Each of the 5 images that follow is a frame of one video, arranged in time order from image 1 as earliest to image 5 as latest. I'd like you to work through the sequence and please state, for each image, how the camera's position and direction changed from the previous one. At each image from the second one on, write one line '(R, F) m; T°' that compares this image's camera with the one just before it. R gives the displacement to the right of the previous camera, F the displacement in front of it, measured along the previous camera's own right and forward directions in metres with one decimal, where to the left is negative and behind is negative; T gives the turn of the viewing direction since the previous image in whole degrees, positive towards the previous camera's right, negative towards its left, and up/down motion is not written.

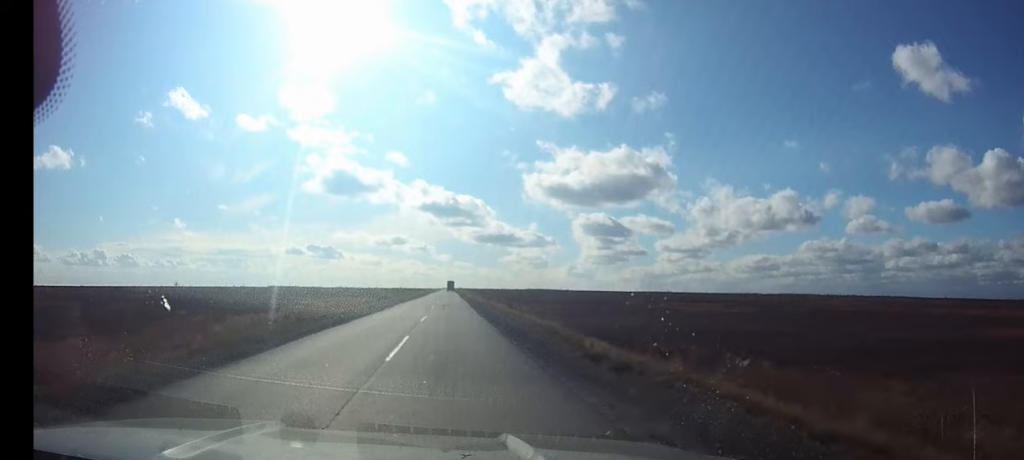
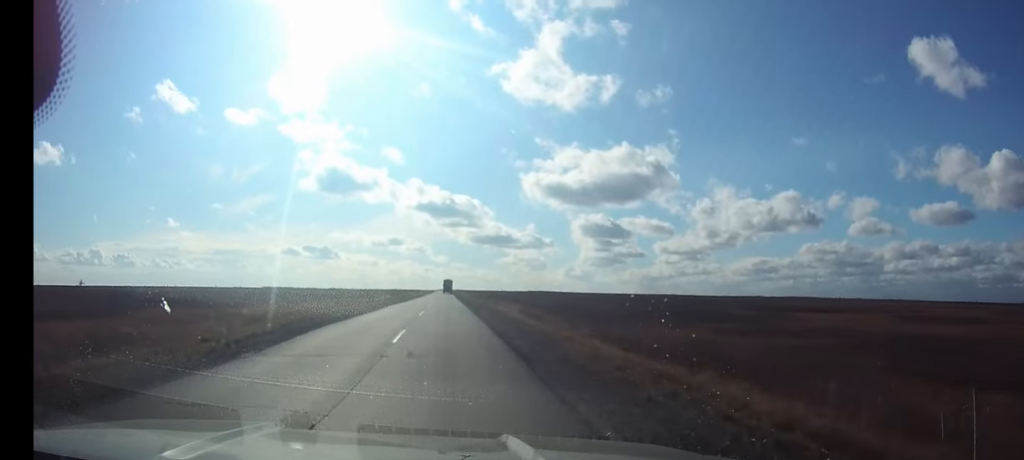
(-0.1, +85.8) m; 0°
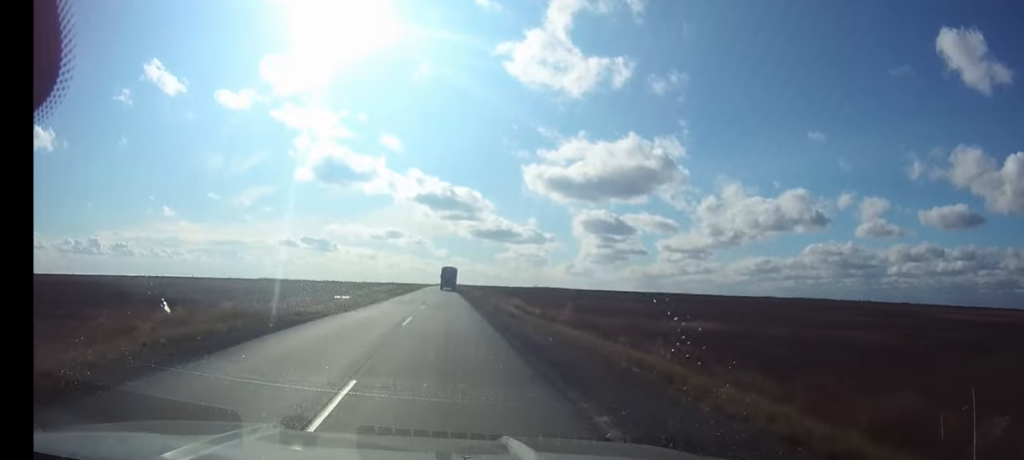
(-0.1, +110.1) m; 0°
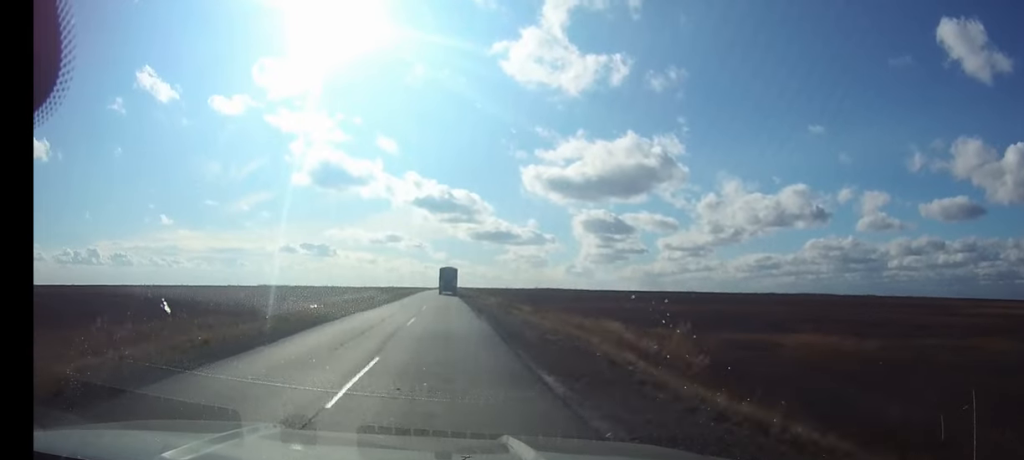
(0.0, +24.0) m; 0°
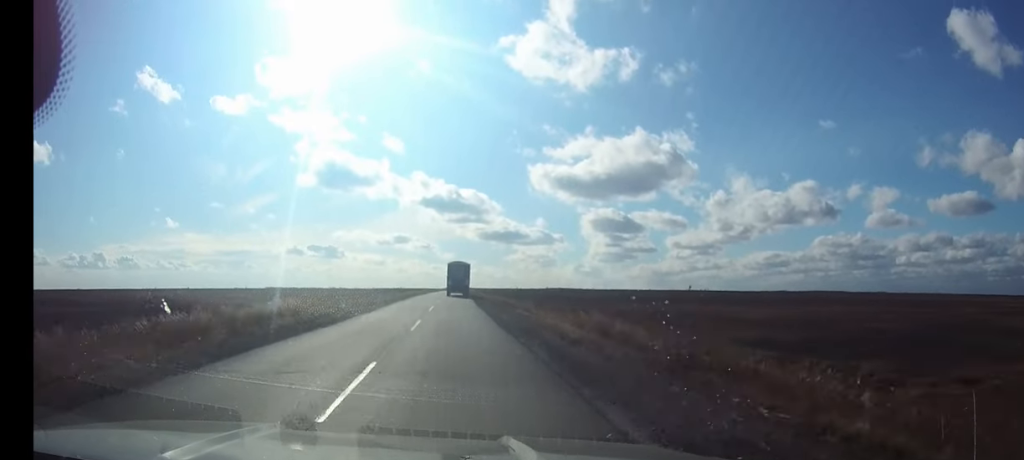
(-0.2, +28.4) m; -1°
